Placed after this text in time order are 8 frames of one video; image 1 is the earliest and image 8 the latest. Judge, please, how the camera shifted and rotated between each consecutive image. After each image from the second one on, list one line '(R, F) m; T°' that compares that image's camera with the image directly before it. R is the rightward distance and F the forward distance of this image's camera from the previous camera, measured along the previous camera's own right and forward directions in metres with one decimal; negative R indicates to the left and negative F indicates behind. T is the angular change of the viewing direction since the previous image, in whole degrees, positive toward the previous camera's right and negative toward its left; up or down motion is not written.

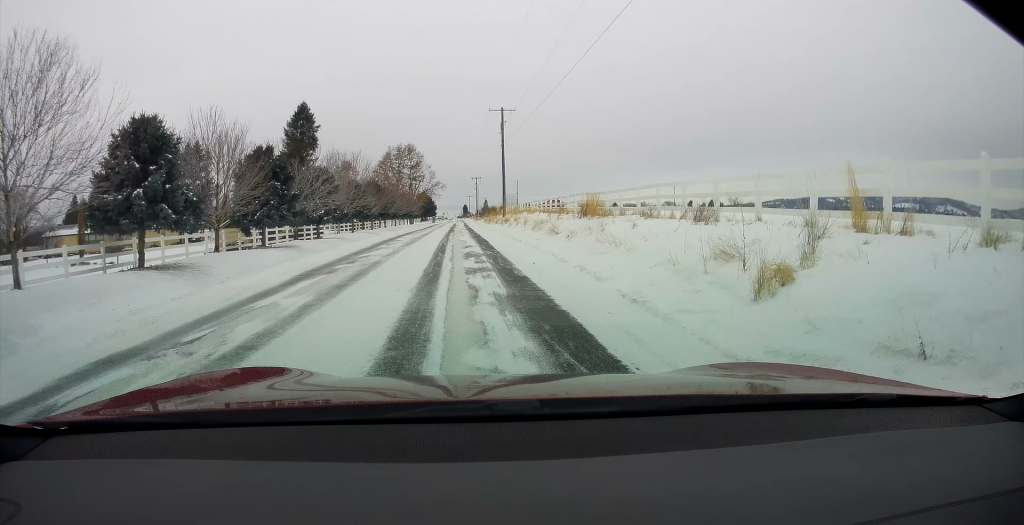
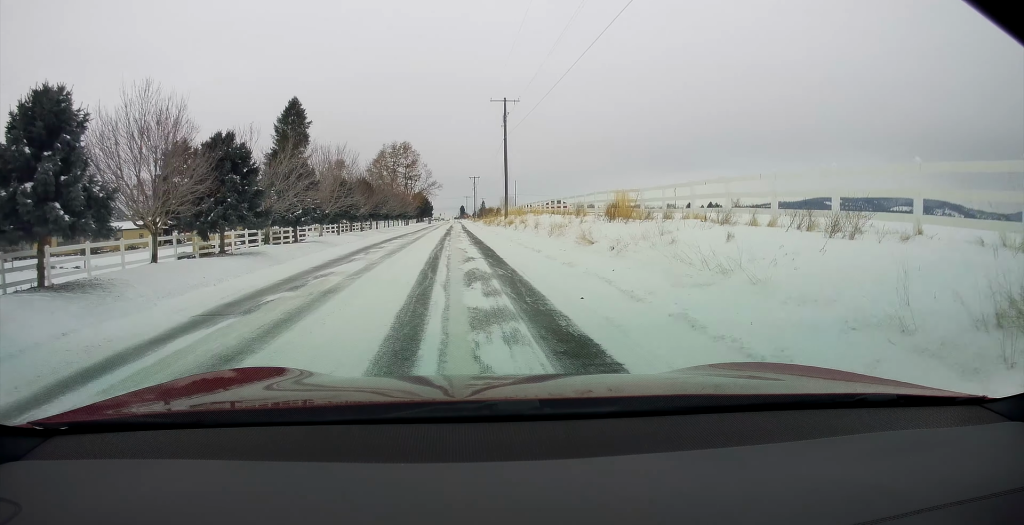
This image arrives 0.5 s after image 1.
(+0.1, +5.1) m; 0°
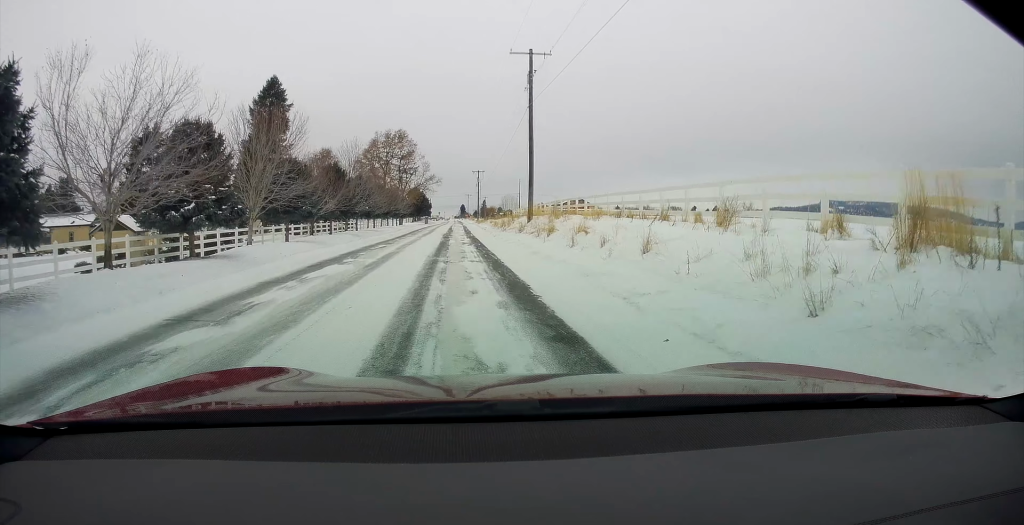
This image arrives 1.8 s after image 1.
(-0.4, +14.3) m; -2°
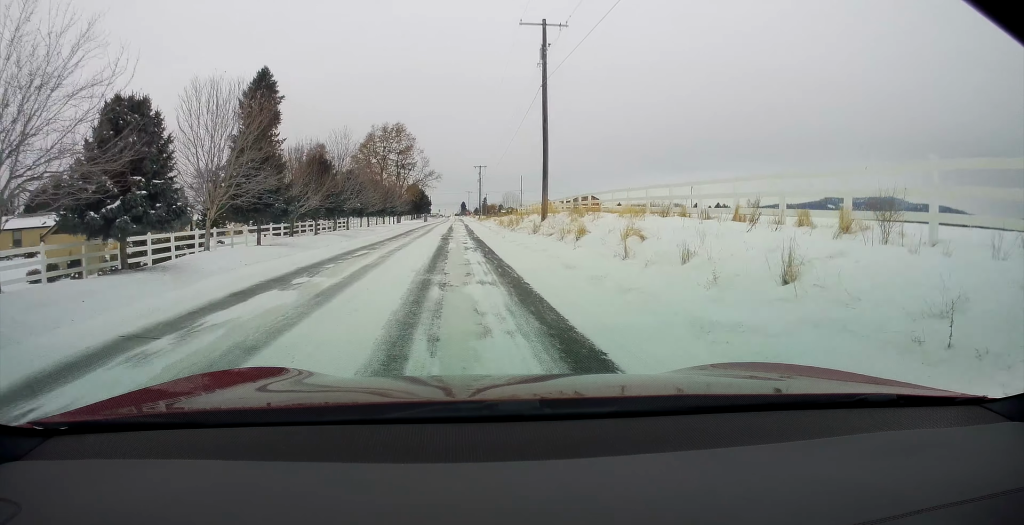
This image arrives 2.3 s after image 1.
(0.0, +4.5) m; 0°
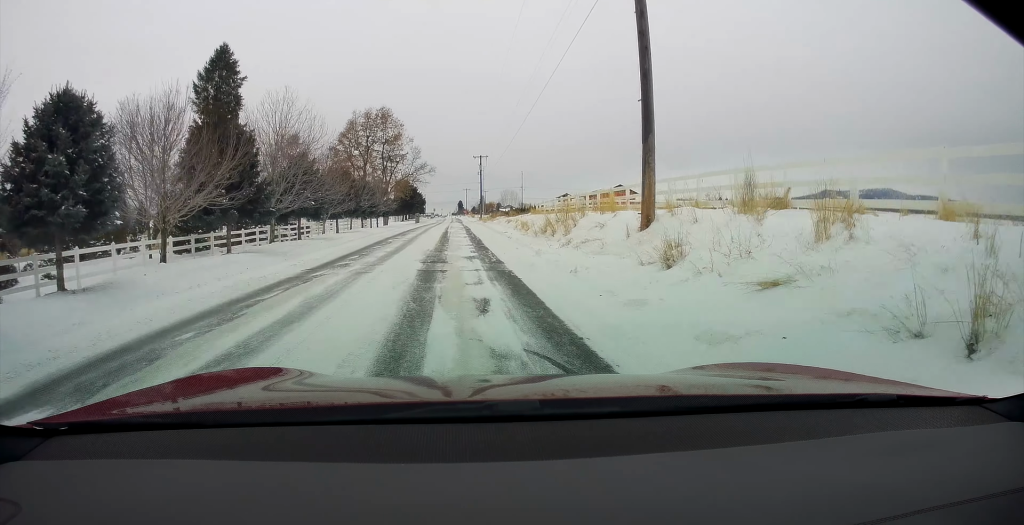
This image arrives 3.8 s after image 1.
(0.0, +14.5) m; 0°
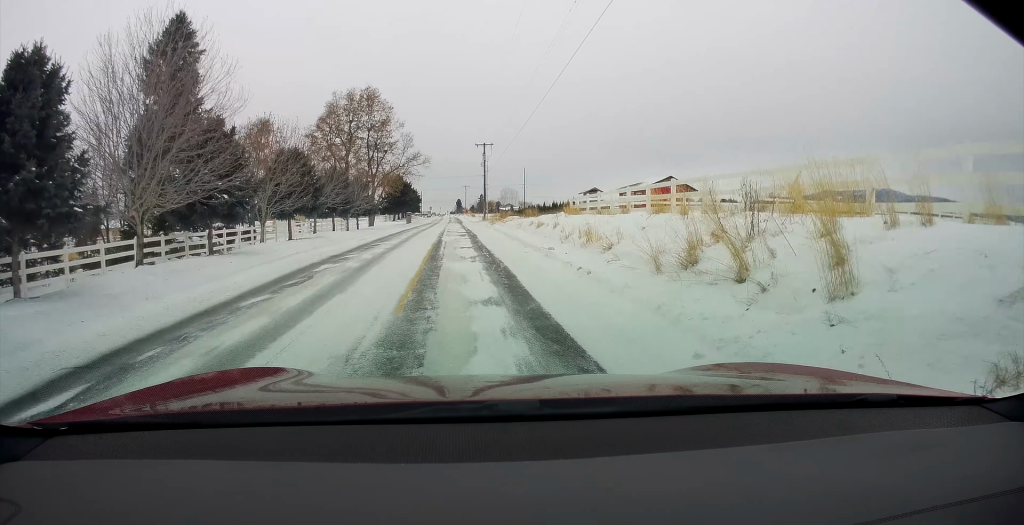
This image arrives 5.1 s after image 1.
(0.0, +14.0) m; 0°
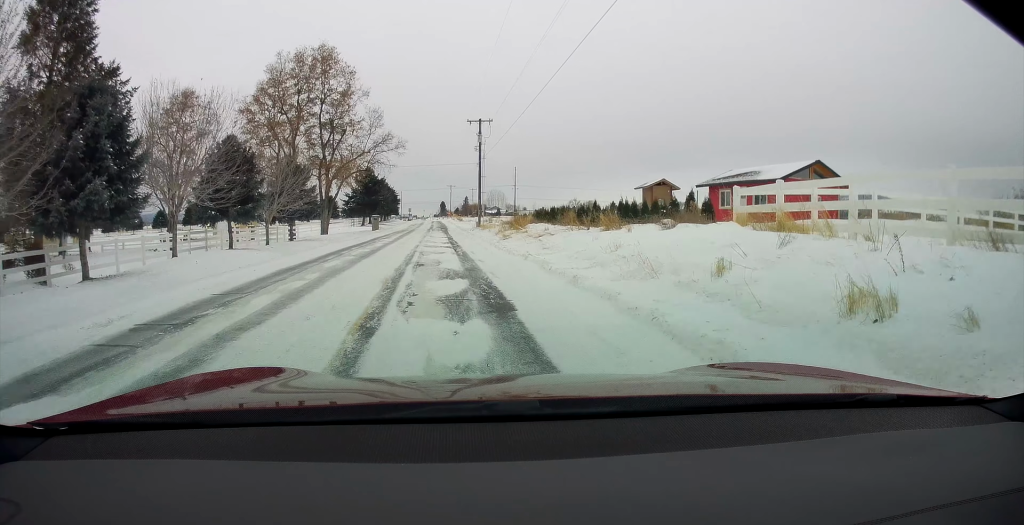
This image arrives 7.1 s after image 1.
(0.0, +21.4) m; +3°
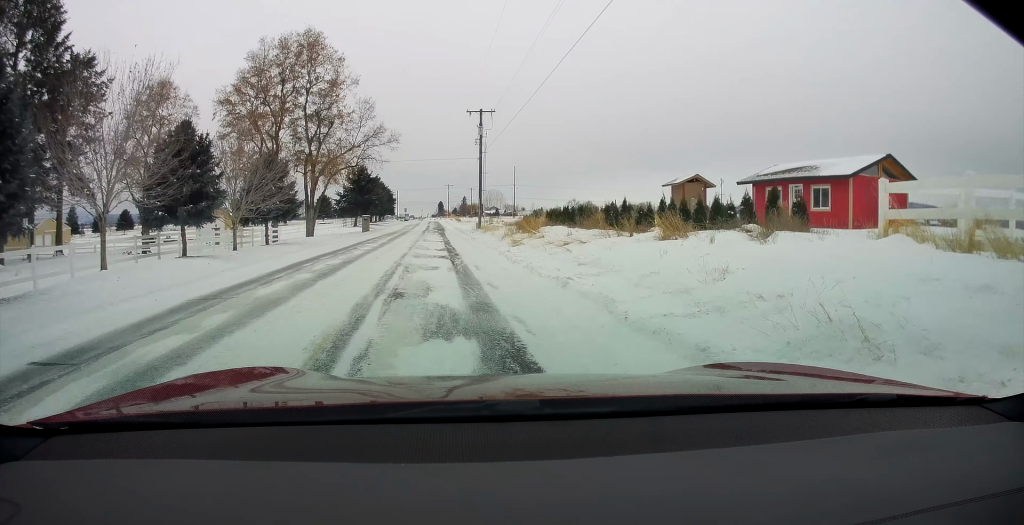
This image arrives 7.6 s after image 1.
(+0.1, +5.1) m; +1°
